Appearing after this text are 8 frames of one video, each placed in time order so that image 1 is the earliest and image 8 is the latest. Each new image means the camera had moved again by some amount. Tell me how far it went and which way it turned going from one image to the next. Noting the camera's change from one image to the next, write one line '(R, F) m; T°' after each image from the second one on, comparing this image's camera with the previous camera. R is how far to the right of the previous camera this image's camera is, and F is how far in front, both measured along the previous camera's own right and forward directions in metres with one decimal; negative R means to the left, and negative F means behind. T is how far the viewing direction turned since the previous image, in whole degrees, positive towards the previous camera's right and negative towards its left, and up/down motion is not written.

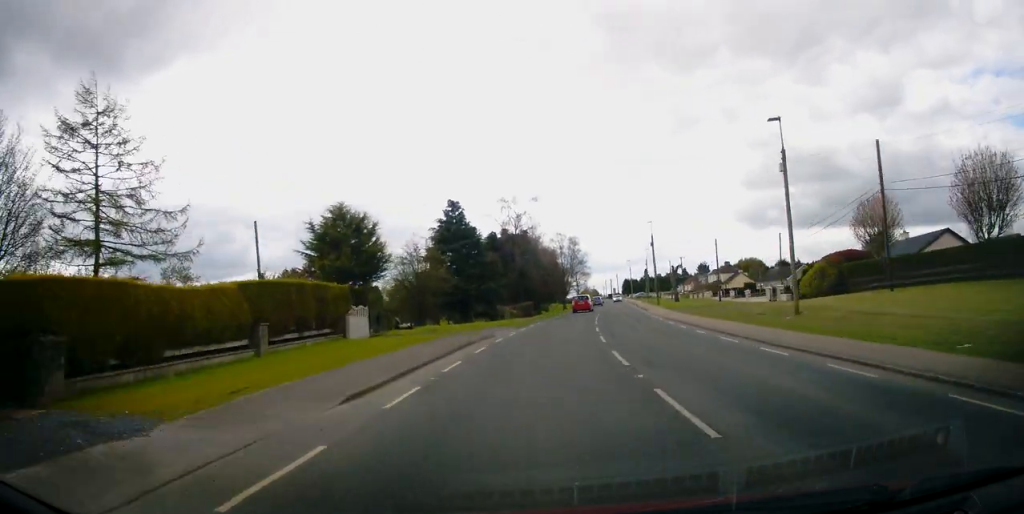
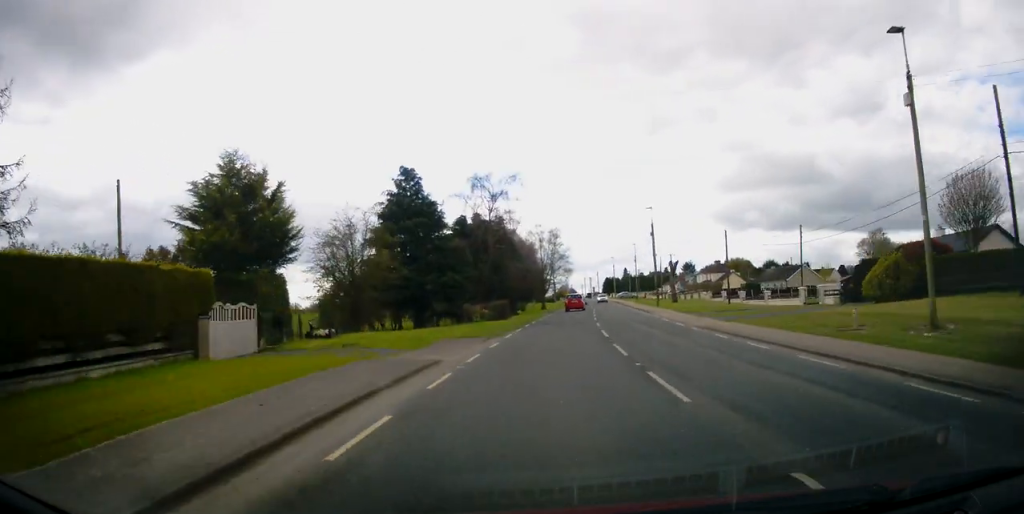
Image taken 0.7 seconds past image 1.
(+0.2, +10.4) m; +2°
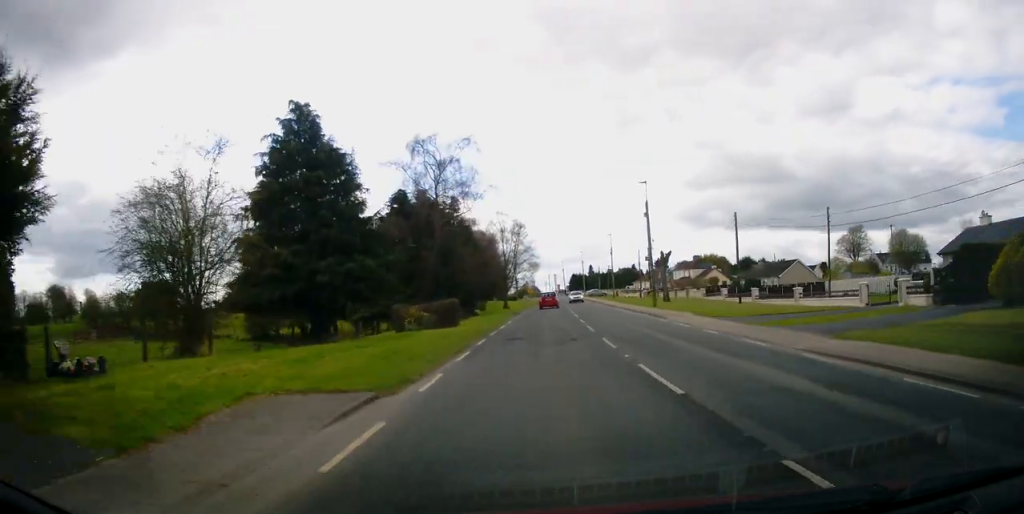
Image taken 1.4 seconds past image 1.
(0.0, +12.0) m; +3°
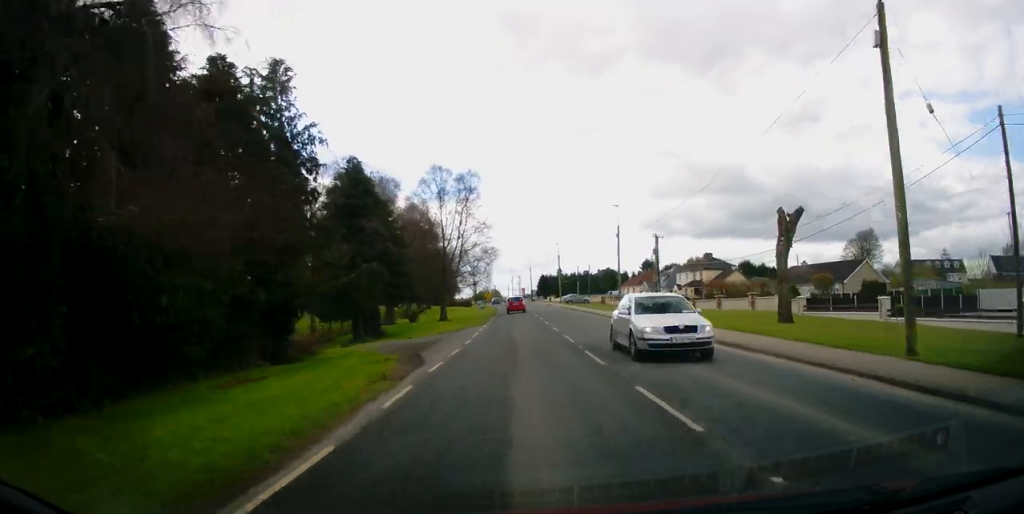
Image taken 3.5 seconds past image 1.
(+2.2, +32.4) m; +5°
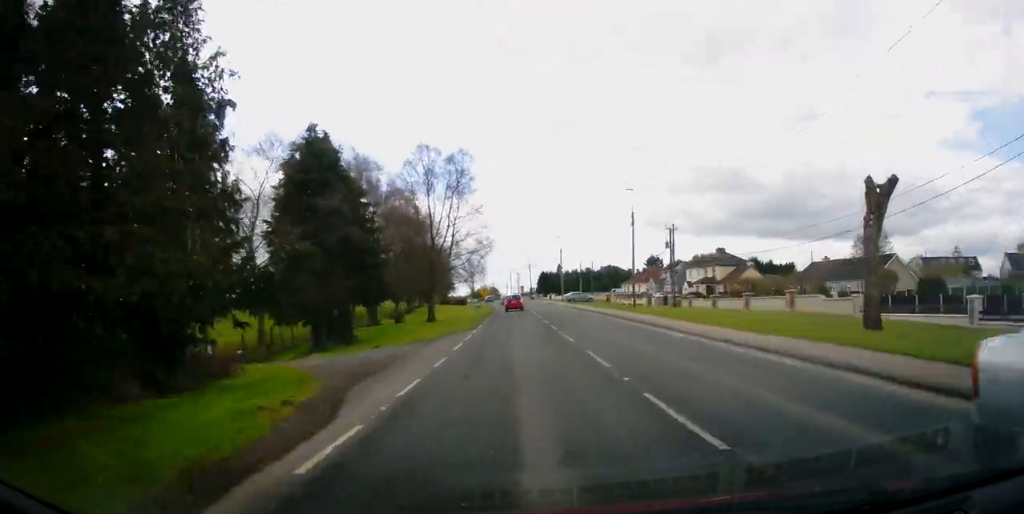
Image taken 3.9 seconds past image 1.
(0.0, +6.9) m; 0°
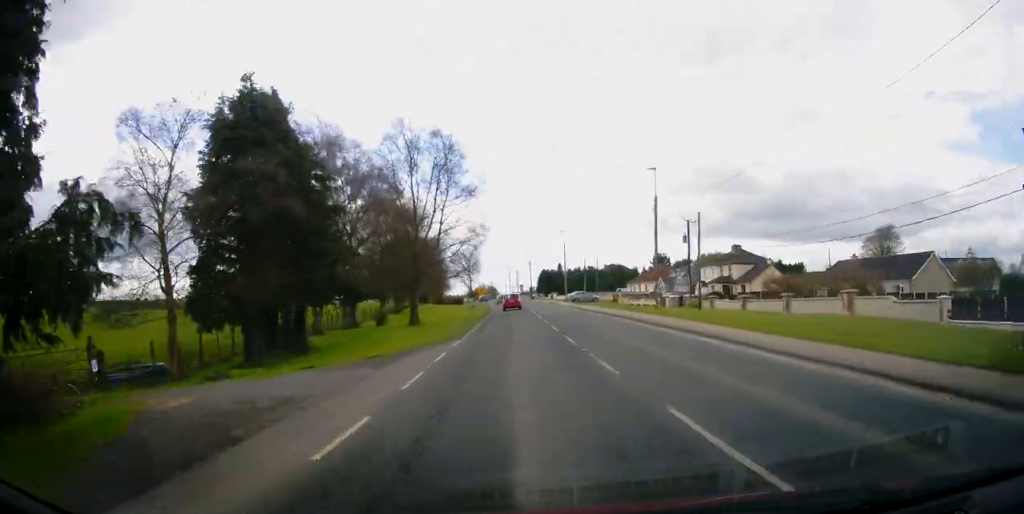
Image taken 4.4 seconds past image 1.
(0.0, +7.4) m; 0°
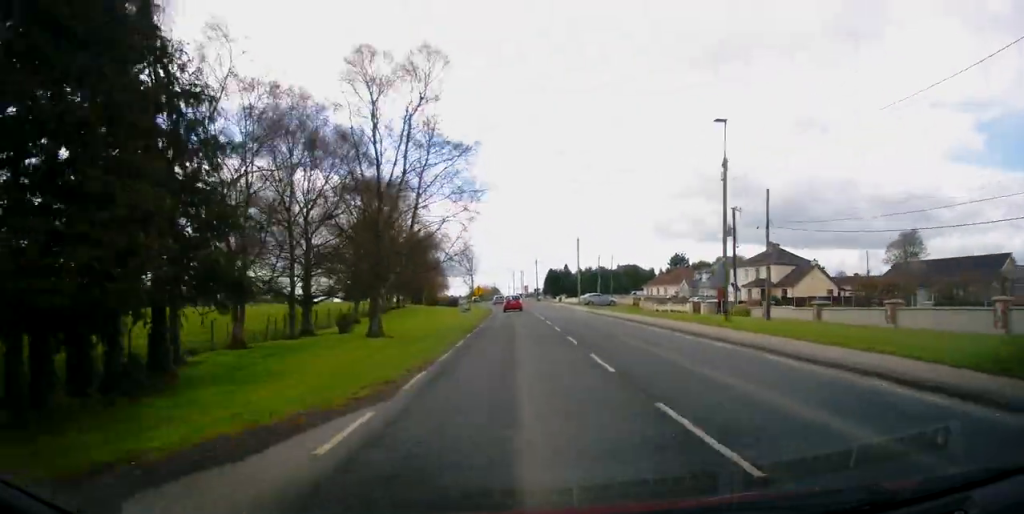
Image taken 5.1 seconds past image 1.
(0.0, +11.8) m; 0°
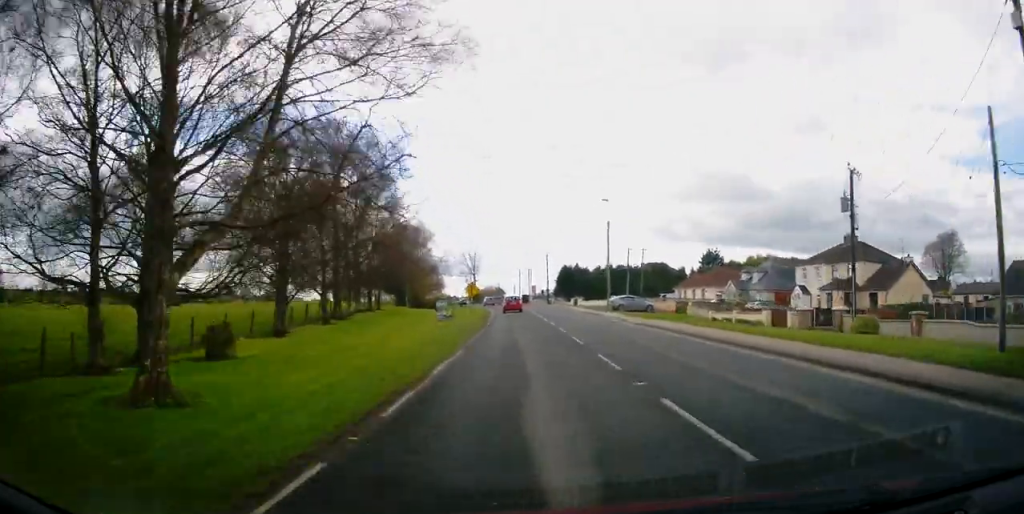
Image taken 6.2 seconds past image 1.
(0.0, +17.9) m; 0°
